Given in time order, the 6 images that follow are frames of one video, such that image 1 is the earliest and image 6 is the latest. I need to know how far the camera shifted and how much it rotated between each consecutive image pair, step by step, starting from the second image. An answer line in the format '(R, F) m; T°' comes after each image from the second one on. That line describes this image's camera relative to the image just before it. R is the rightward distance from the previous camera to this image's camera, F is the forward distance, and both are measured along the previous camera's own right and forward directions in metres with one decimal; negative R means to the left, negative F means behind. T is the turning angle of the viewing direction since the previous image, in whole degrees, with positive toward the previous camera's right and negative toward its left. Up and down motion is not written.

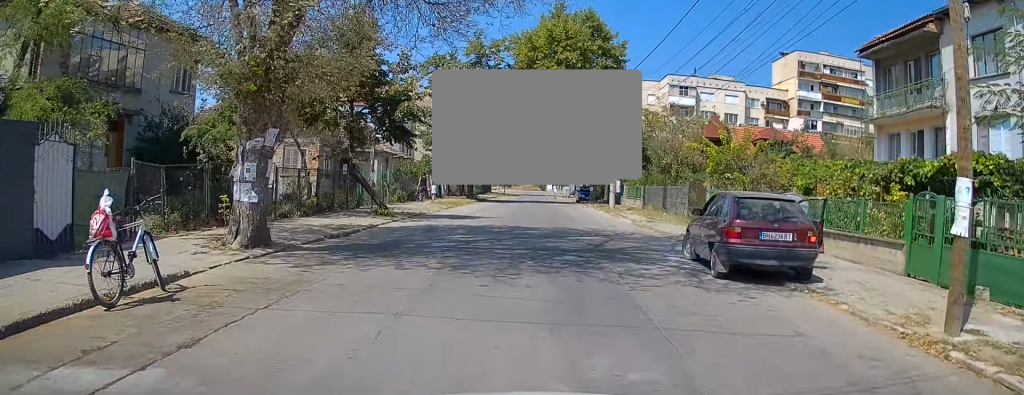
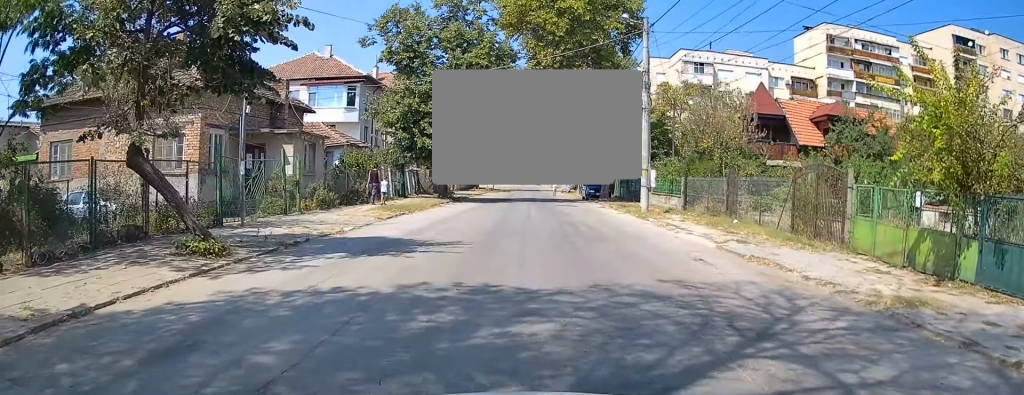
(-0.2, +12.1) m; -4°
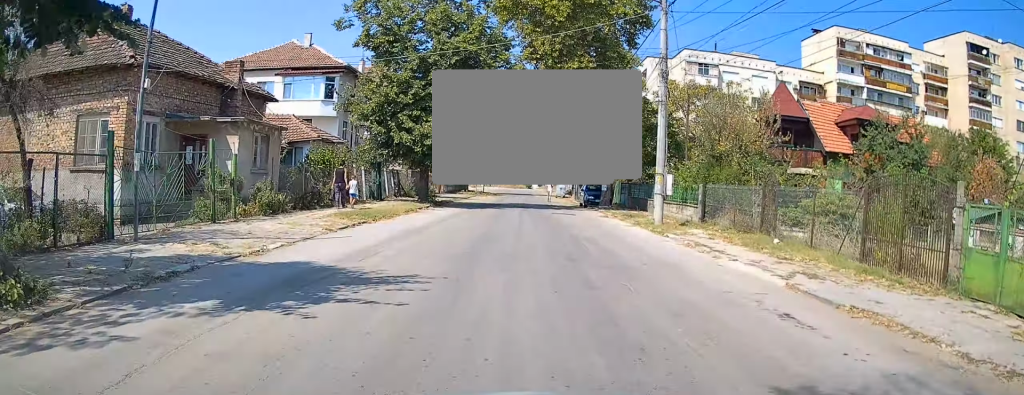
(-0.2, +4.2) m; -2°
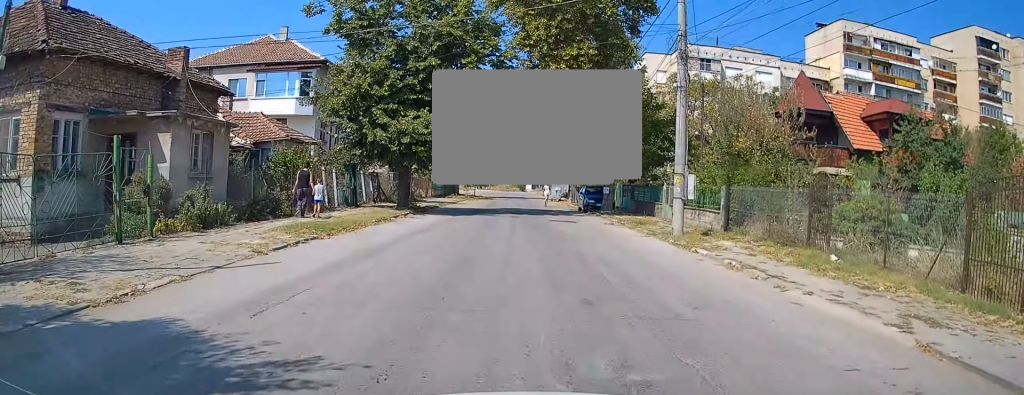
(0.0, +3.6) m; 0°
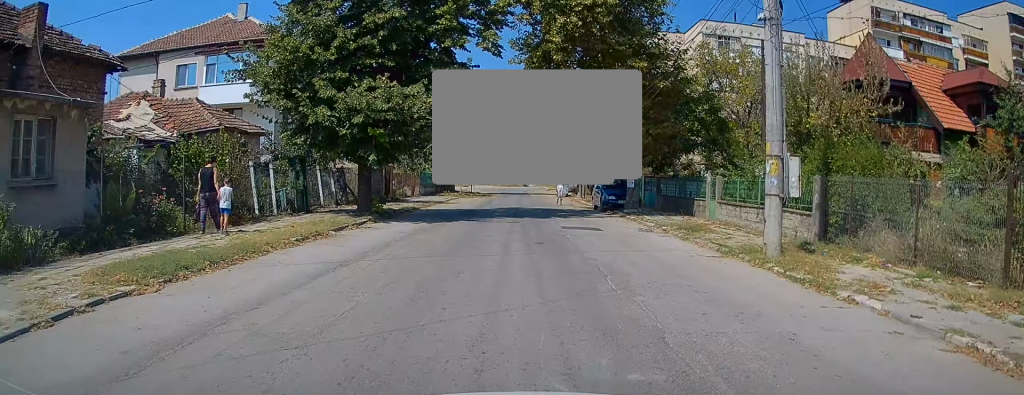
(0.0, +6.9) m; 0°
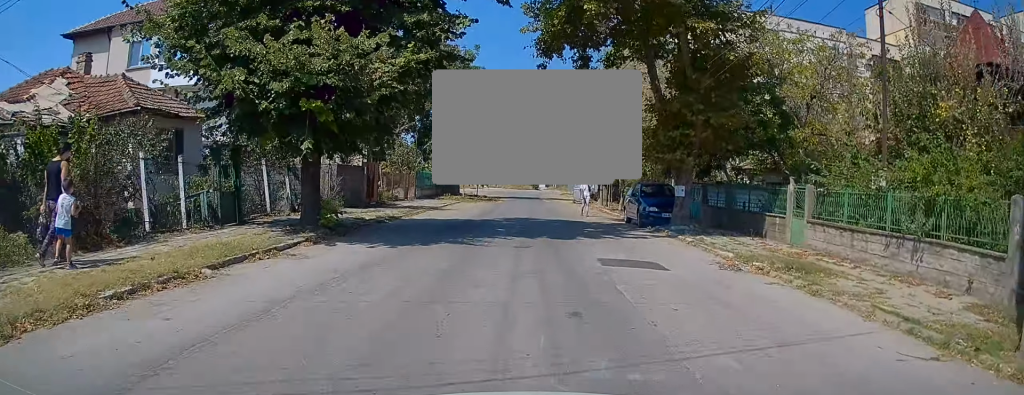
(0.0, +6.4) m; 0°
